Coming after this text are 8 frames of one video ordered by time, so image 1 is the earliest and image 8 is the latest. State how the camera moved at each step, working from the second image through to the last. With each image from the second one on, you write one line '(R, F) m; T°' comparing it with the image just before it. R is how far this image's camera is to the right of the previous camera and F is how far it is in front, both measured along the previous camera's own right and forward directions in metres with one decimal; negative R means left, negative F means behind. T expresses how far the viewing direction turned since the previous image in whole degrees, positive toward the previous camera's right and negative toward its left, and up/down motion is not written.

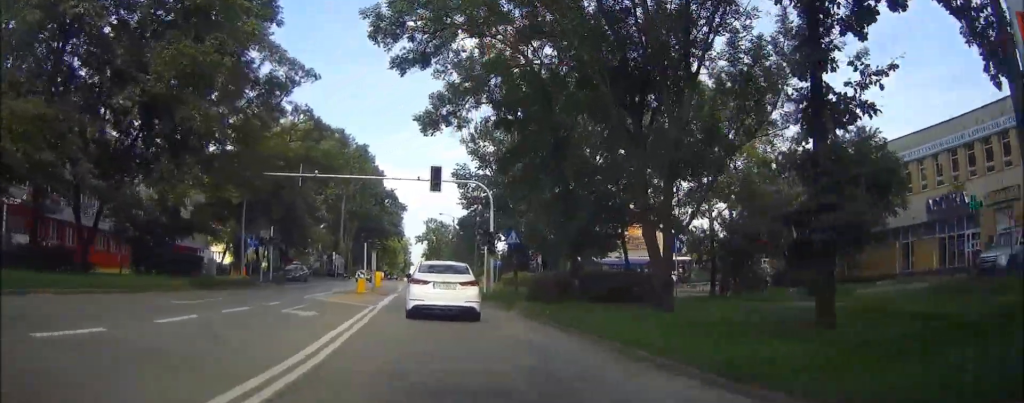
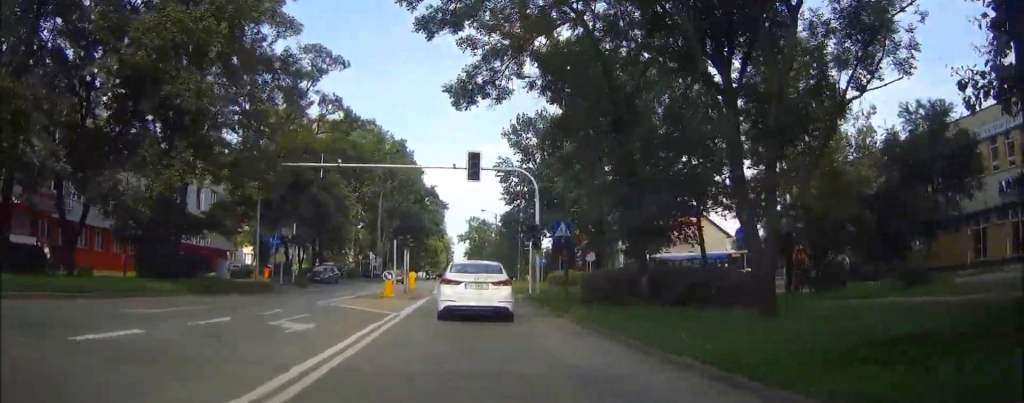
(-0.1, +4.0) m; -3°
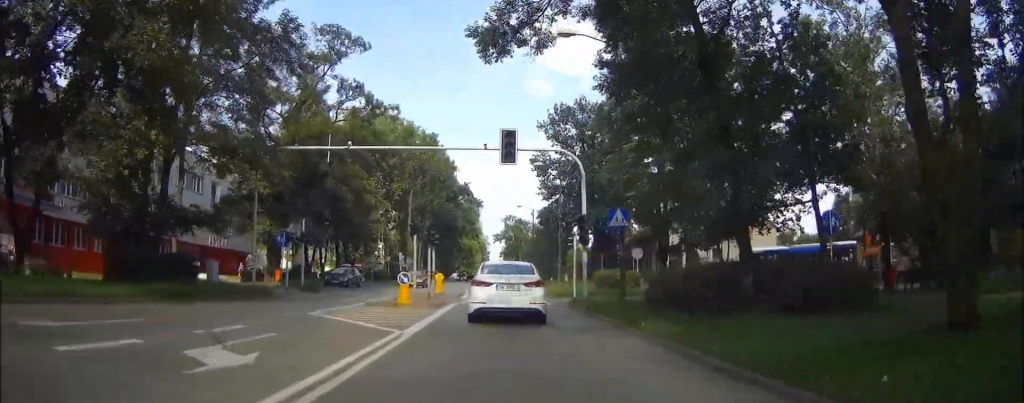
(-0.2, +5.2) m; -3°
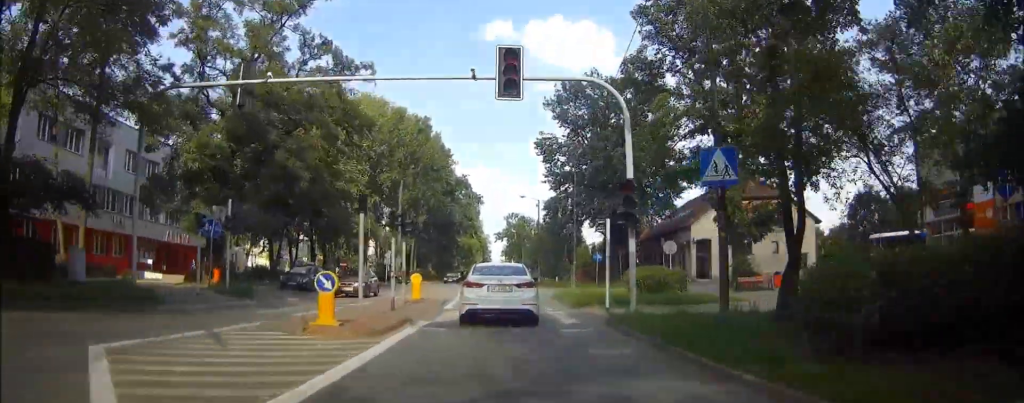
(-0.5, +10.3) m; -5°
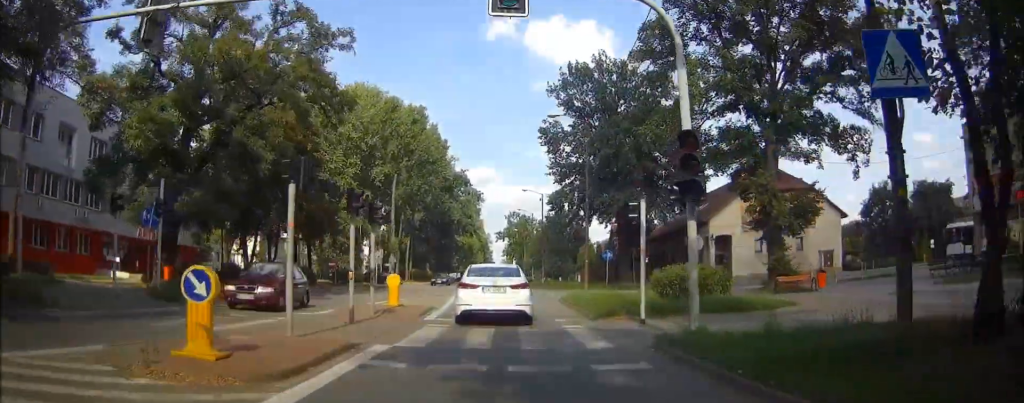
(-0.1, +5.7) m; -1°
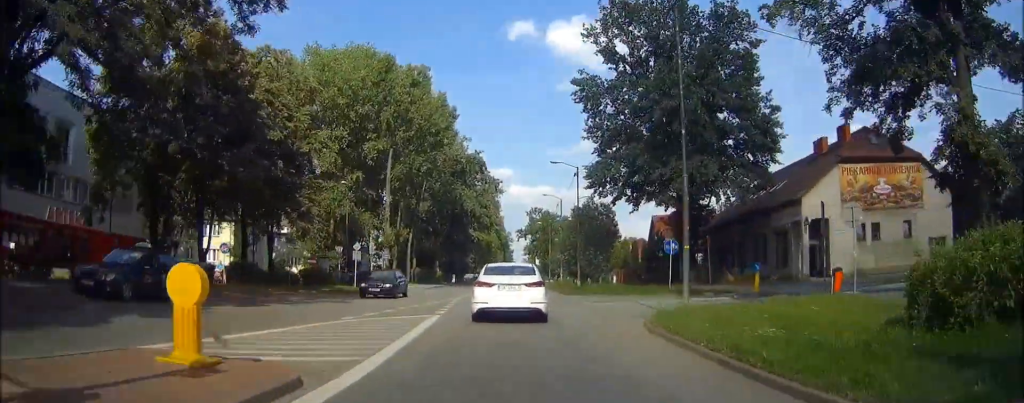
(+0.2, +15.7) m; +2°
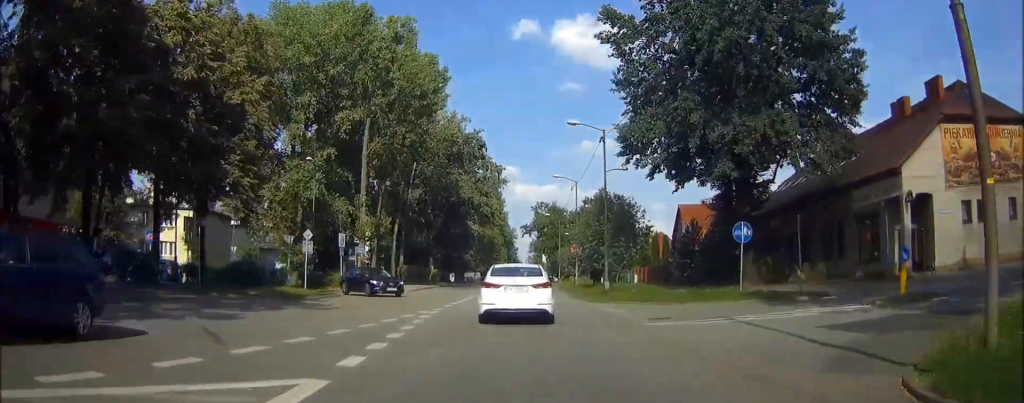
(+0.1, +11.8) m; 0°
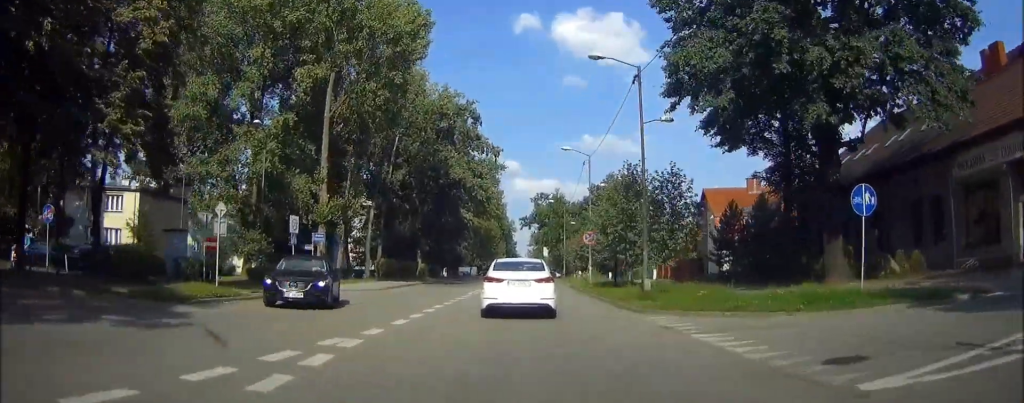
(-0.1, +10.3) m; 0°
